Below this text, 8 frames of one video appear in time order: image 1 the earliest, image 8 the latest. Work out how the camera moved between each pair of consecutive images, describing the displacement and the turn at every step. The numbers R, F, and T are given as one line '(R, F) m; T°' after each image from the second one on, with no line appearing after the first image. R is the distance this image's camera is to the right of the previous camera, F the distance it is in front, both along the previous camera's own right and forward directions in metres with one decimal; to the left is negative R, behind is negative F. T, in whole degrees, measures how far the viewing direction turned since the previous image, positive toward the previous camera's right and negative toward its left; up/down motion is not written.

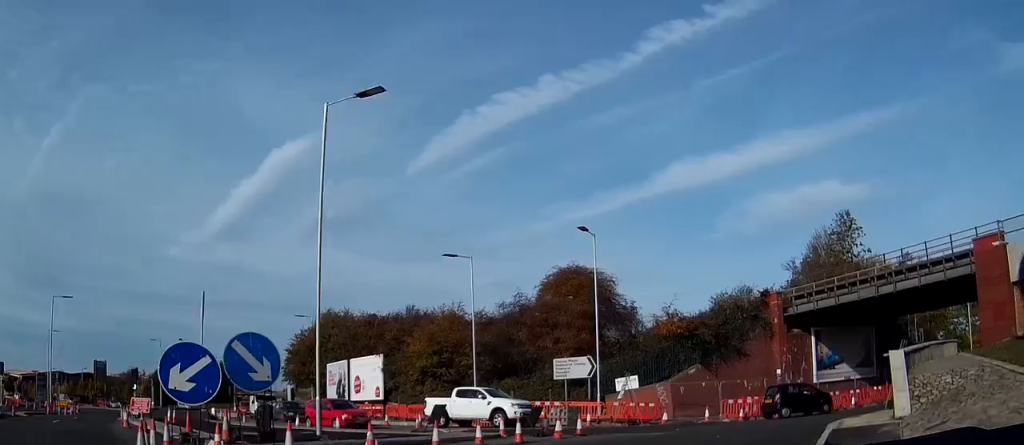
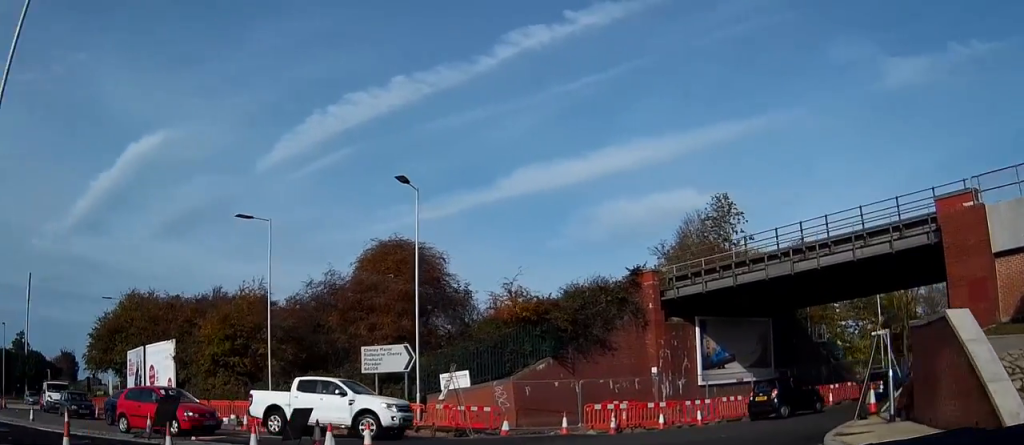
(+1.1, +9.3) m; +19°
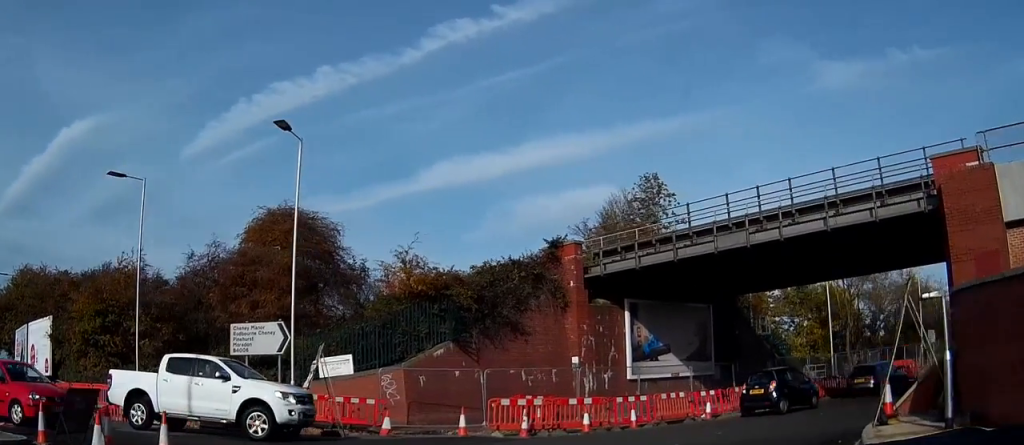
(+1.0, +5.2) m; +12°
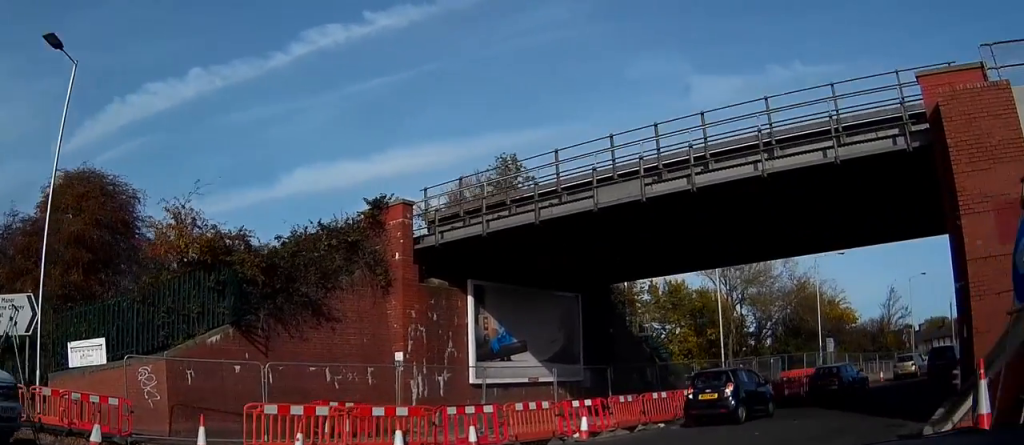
(+0.4, +7.2) m; +4°
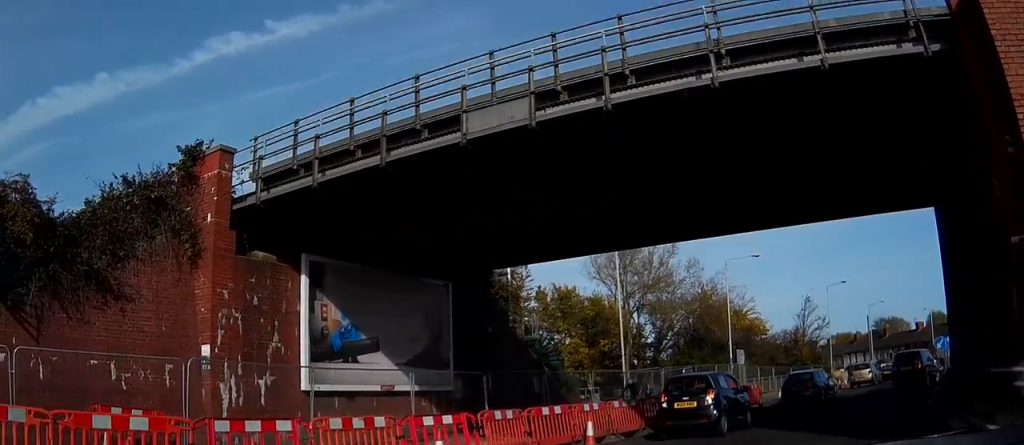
(0.0, +5.9) m; 0°
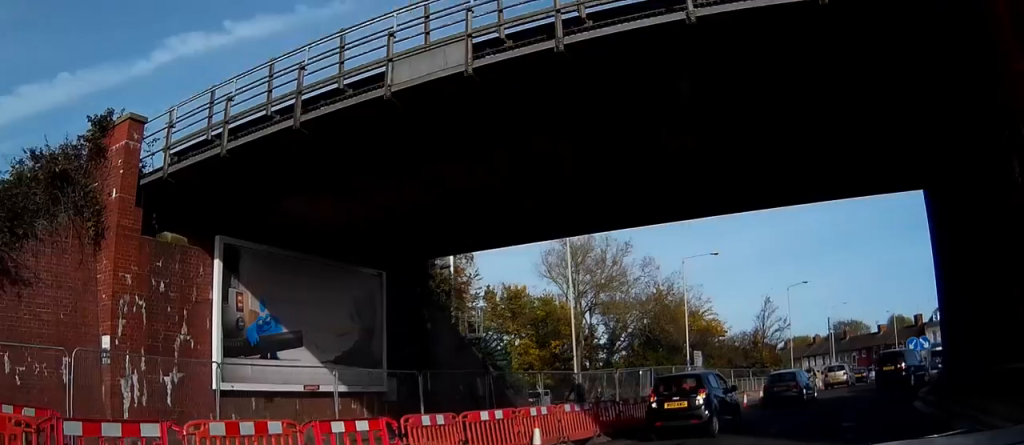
(0.0, +2.3) m; 0°
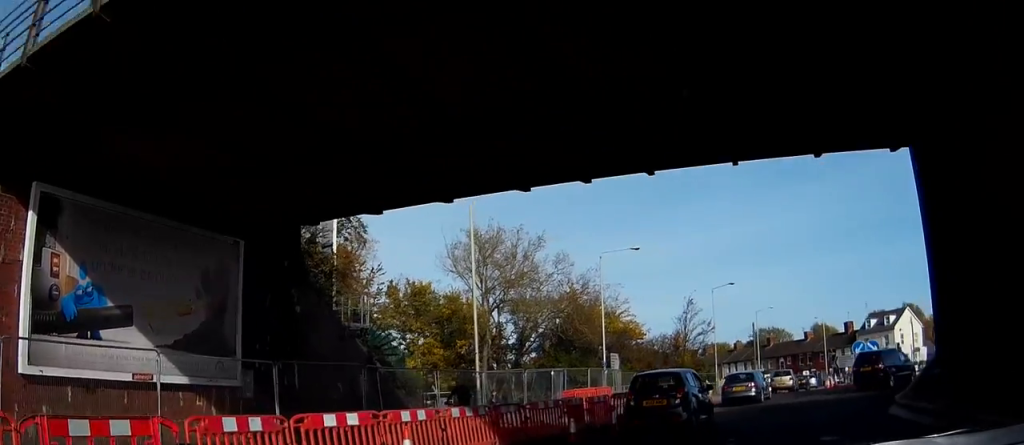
(0.0, +4.1) m; +7°
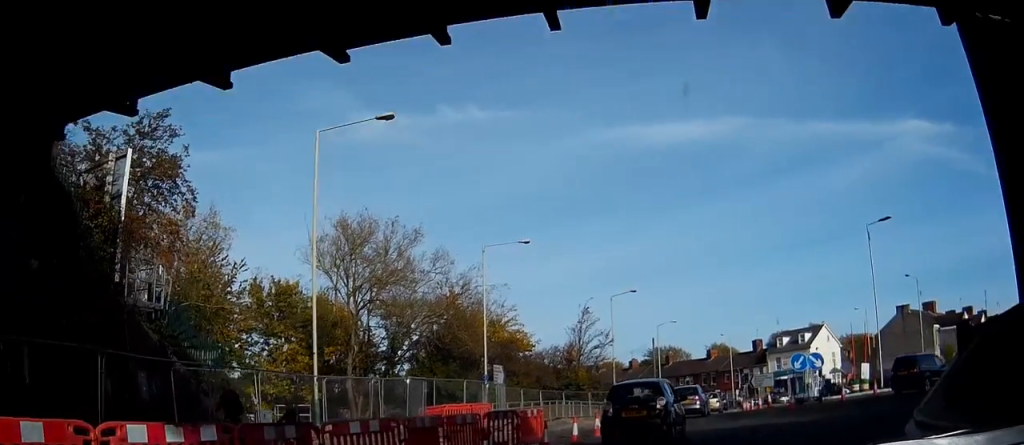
(+1.3, +6.9) m; +18°
